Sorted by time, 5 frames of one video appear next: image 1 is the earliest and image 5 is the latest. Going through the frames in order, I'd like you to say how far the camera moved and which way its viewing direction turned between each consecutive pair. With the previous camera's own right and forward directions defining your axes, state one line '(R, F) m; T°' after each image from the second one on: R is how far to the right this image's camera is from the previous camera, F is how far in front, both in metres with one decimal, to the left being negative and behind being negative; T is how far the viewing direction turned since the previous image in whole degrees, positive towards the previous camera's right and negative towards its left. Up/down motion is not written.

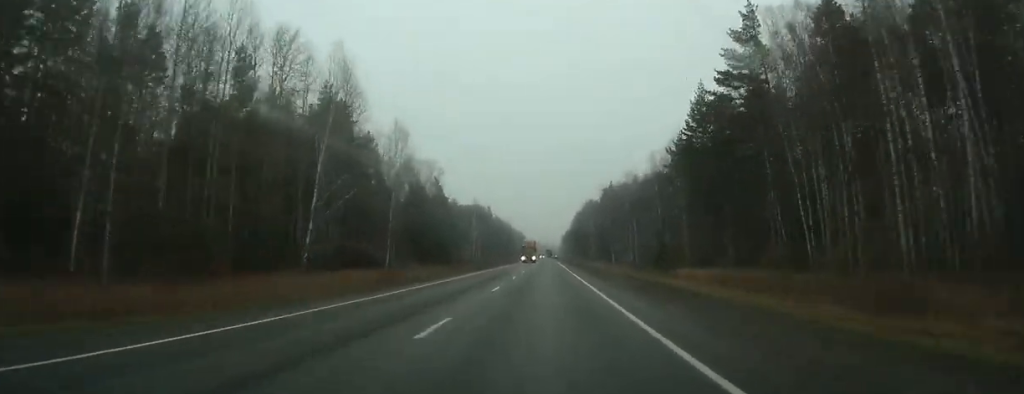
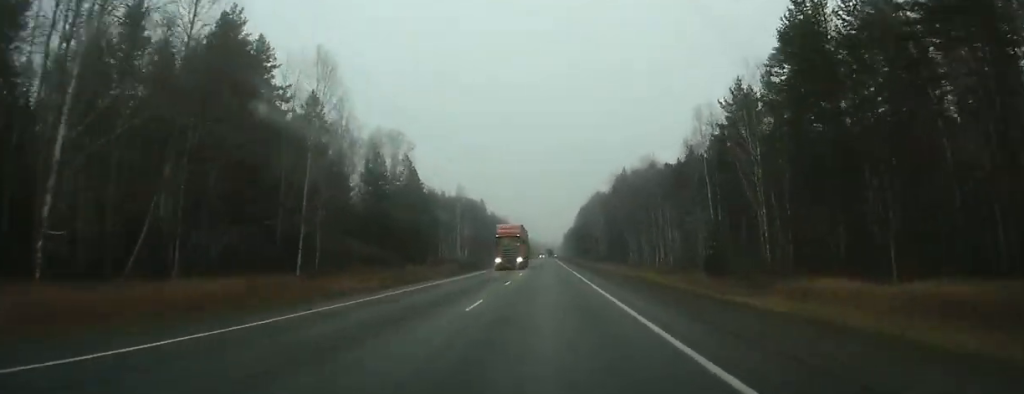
(0.0, +29.3) m; 0°
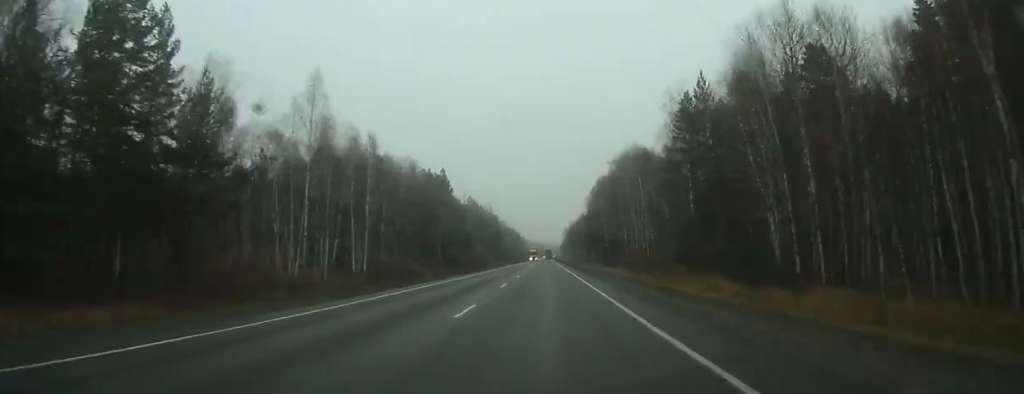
(+0.6, +80.9) m; 0°
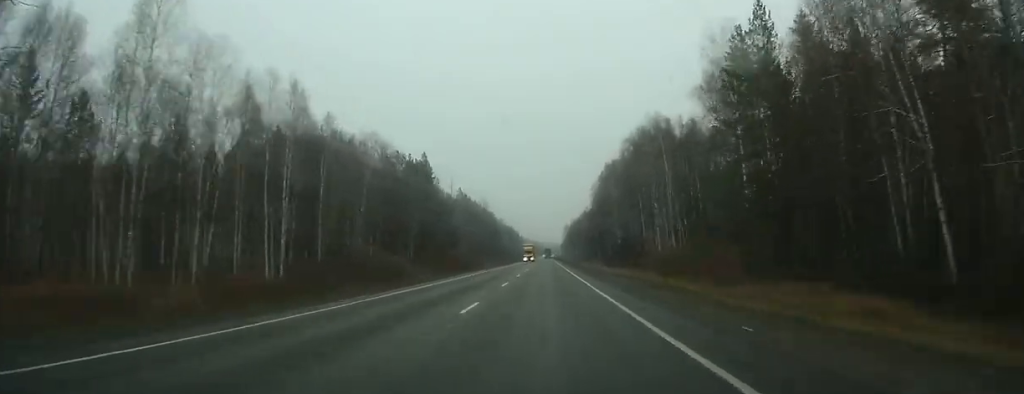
(+0.1, +22.7) m; 0°
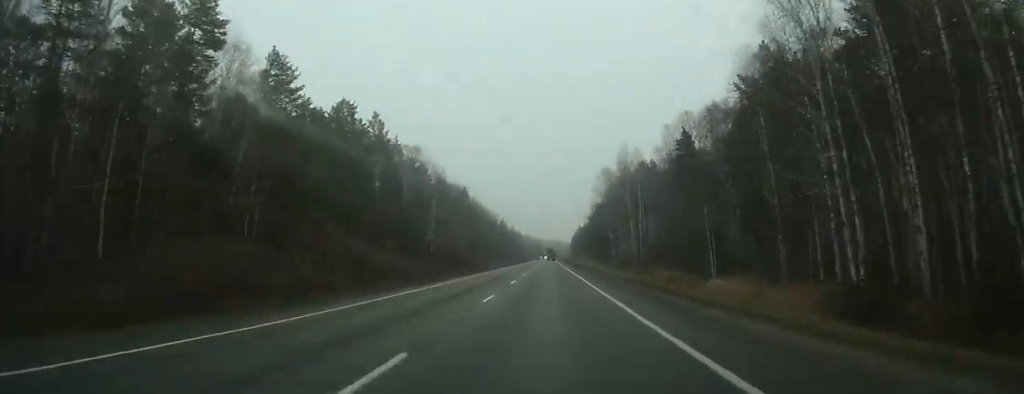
(+0.1, +227.3) m; +1°
